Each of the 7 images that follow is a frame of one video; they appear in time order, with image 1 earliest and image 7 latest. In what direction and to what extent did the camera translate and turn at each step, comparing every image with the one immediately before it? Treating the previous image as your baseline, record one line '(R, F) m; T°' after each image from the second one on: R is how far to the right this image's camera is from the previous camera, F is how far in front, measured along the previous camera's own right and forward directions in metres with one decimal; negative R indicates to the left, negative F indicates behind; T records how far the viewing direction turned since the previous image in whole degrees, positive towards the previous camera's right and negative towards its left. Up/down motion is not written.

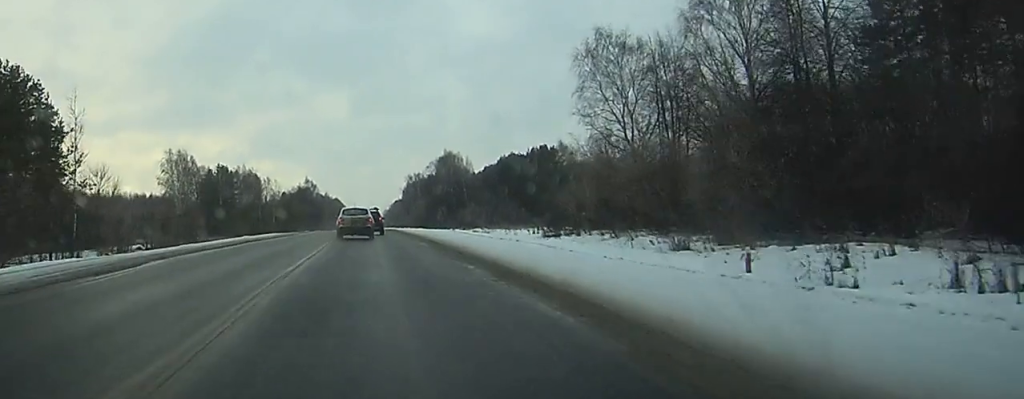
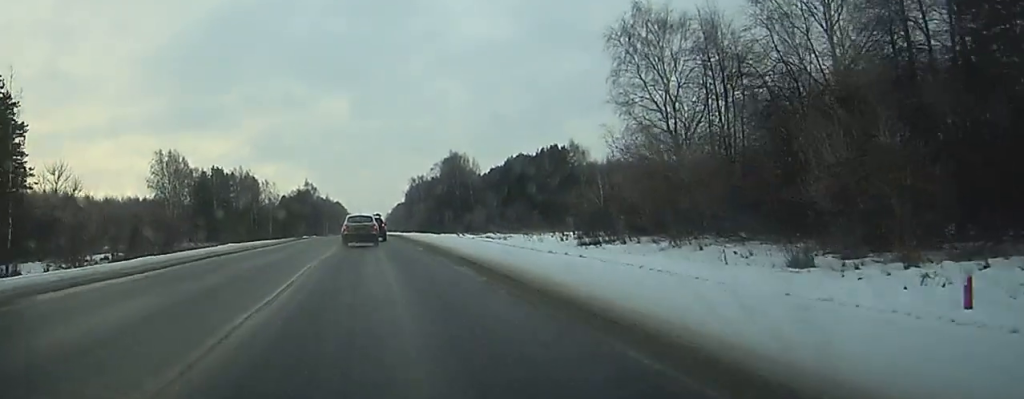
(0.0, +11.5) m; 0°
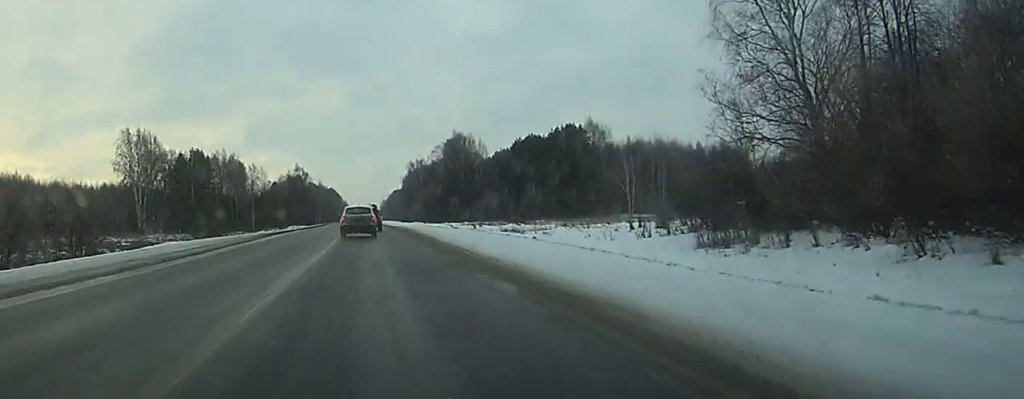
(+0.1, +23.1) m; 0°
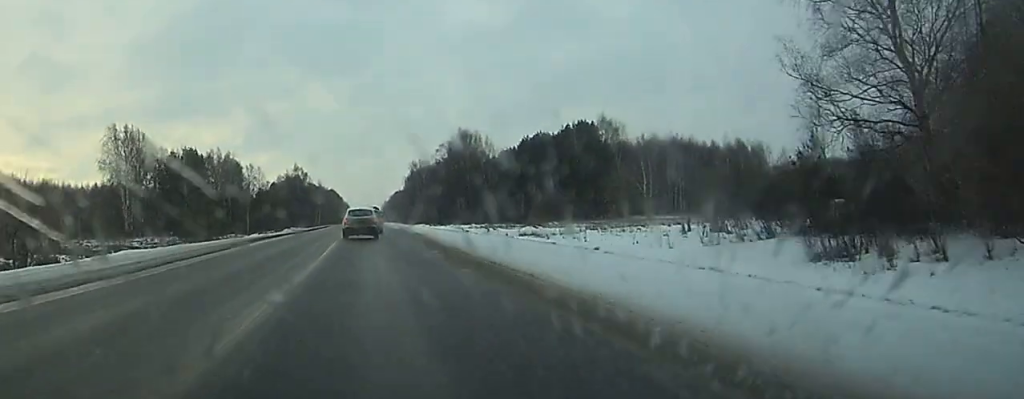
(0.0, +10.2) m; 0°
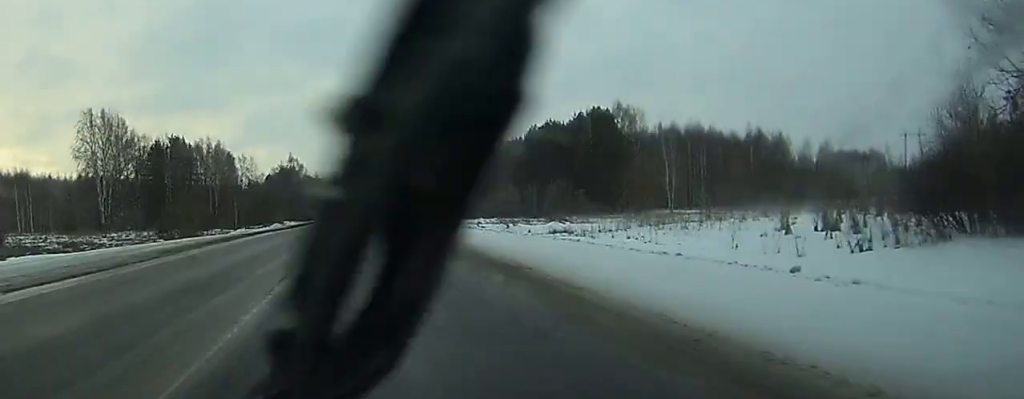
(0.0, +13.6) m; 0°
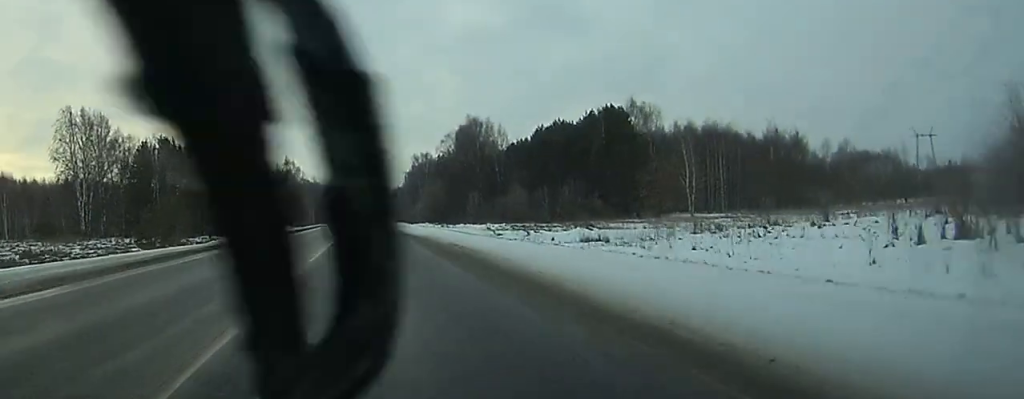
(0.0, +10.3) m; 0°
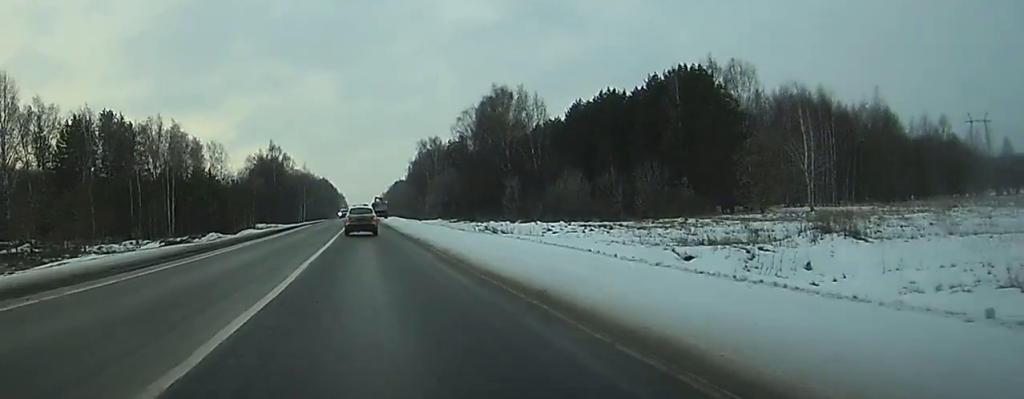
(0.0, +40.6) m; 0°
